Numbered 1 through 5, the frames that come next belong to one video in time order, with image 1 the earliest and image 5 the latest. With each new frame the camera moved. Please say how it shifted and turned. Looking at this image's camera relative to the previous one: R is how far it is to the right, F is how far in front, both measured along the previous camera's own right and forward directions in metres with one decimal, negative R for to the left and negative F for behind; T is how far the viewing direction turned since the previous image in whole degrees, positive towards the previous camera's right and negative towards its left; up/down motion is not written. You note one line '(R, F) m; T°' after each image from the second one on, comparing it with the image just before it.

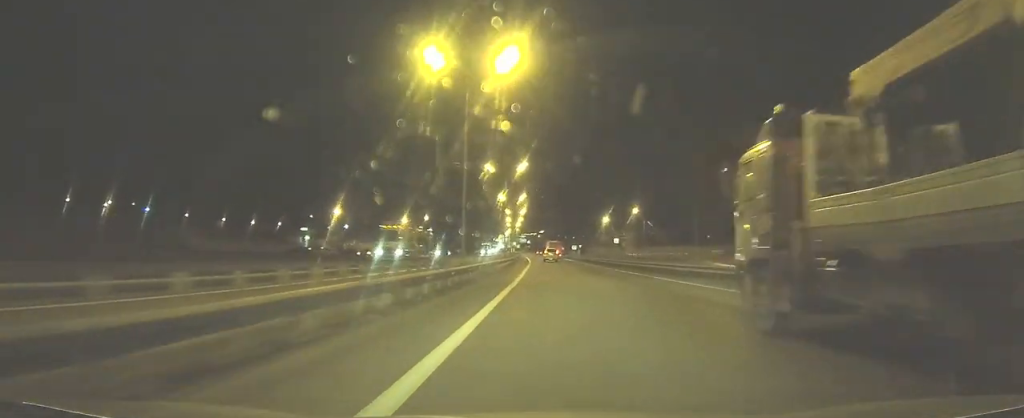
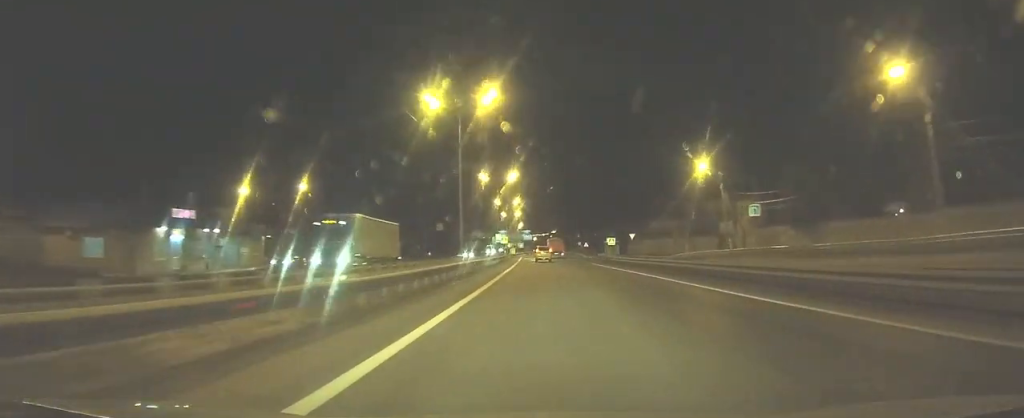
(-0.9, +75.5) m; -1°
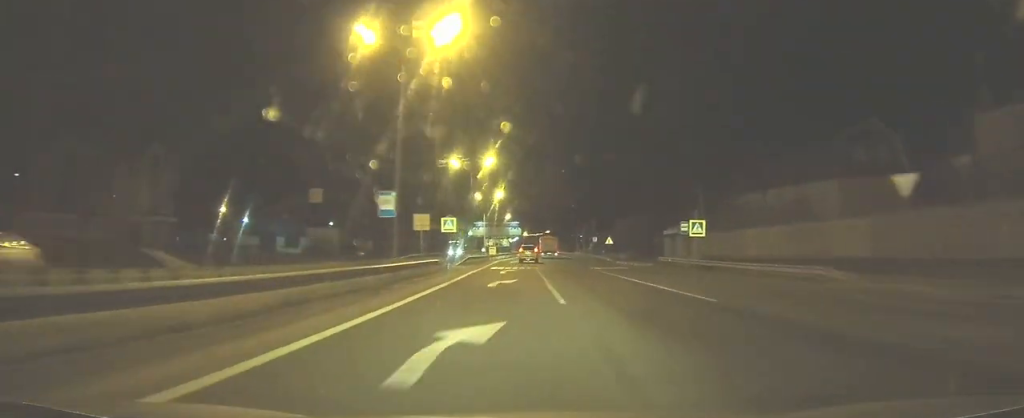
(-0.1, +55.8) m; 0°
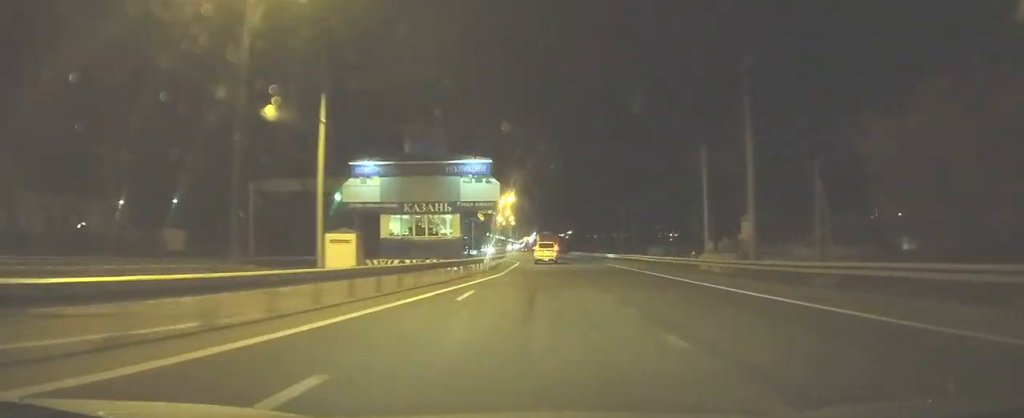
(-0.5, +93.4) m; -2°
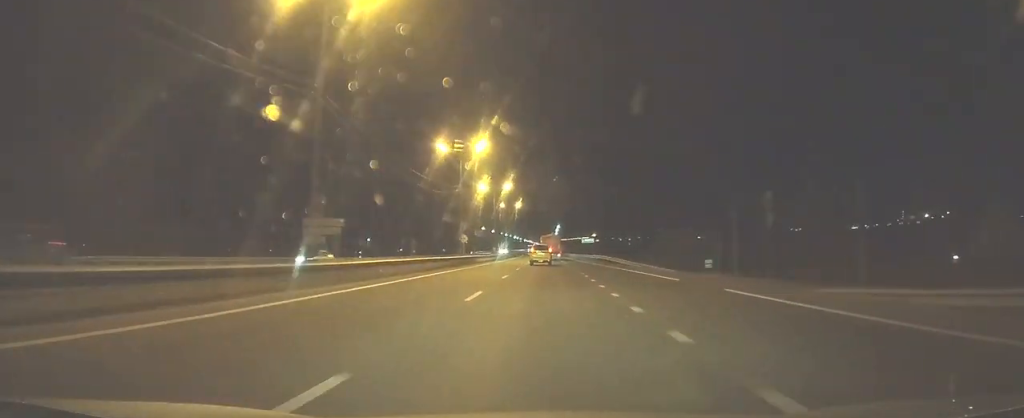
(-2.1, +109.9) m; -1°
